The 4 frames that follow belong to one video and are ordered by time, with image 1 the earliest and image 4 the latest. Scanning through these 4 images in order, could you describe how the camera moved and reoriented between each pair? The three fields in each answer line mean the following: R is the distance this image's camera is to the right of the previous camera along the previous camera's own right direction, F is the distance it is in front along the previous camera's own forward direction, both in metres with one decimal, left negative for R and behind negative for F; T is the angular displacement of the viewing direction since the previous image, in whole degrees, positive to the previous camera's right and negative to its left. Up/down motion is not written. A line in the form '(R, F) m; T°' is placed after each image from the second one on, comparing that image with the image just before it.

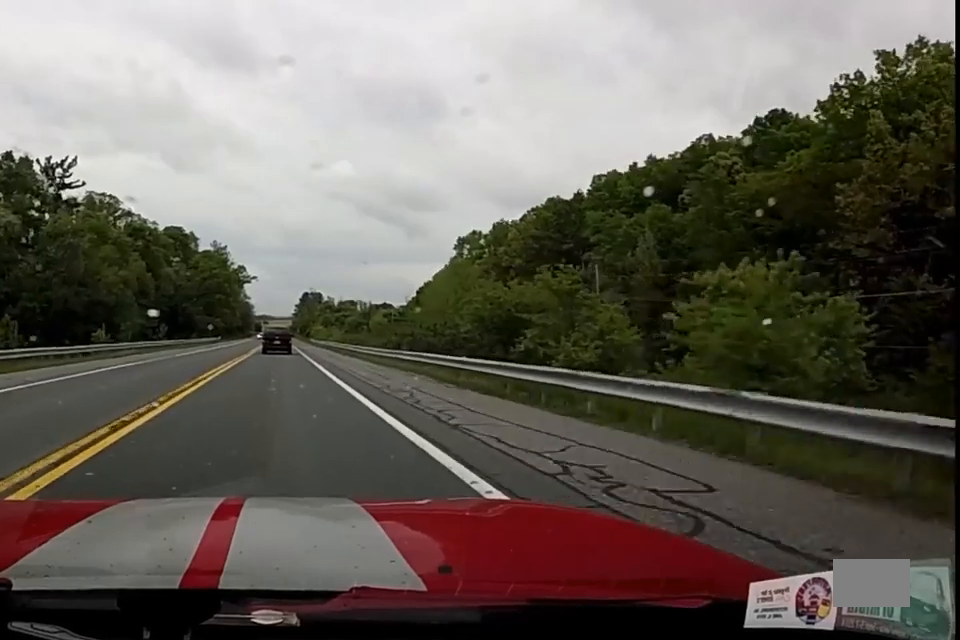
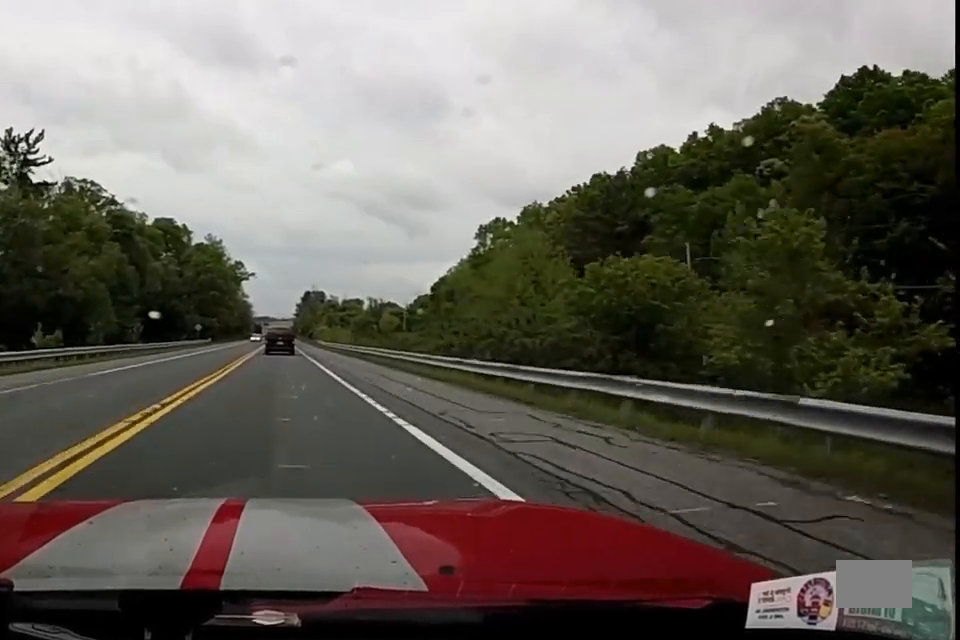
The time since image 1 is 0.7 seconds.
(0.0, +16.5) m; -1°
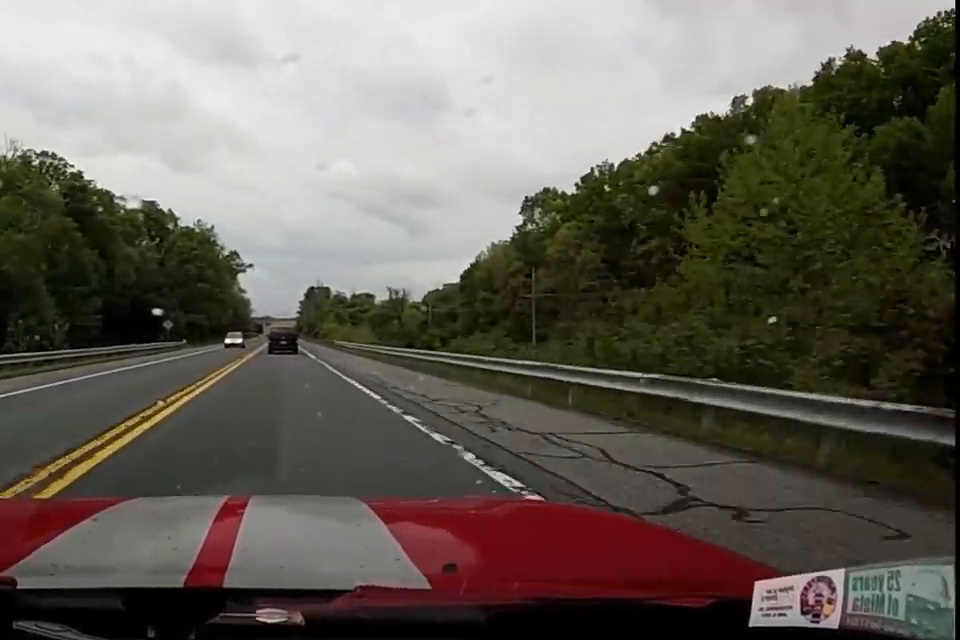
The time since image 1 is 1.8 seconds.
(-0.4, +25.3) m; -2°
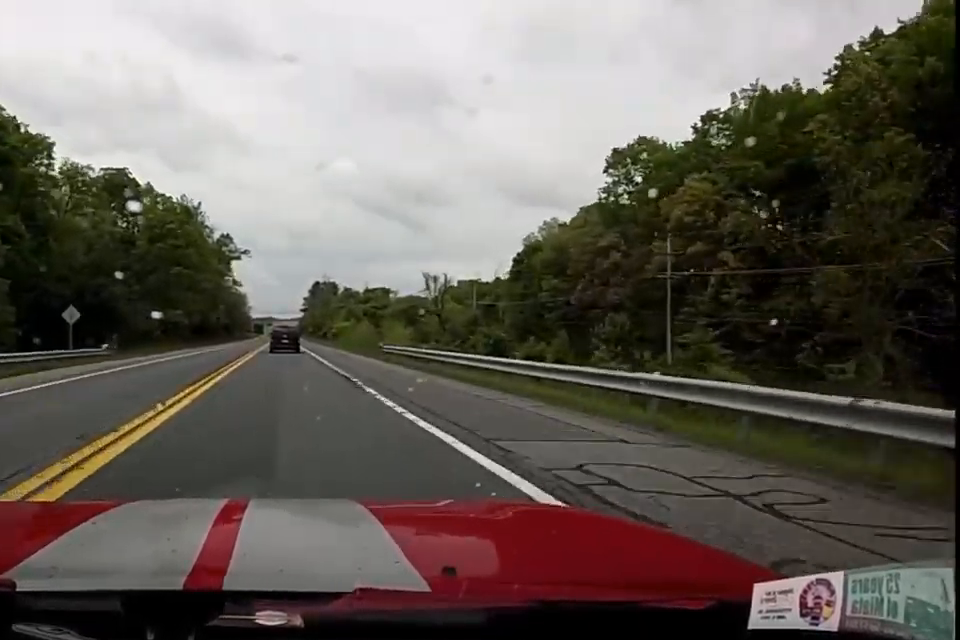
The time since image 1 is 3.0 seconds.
(-0.1, +28.9) m; +1°
